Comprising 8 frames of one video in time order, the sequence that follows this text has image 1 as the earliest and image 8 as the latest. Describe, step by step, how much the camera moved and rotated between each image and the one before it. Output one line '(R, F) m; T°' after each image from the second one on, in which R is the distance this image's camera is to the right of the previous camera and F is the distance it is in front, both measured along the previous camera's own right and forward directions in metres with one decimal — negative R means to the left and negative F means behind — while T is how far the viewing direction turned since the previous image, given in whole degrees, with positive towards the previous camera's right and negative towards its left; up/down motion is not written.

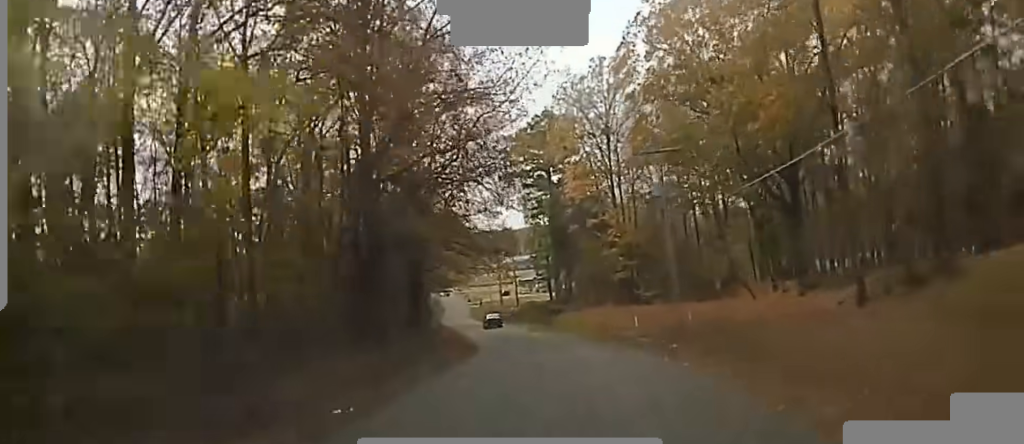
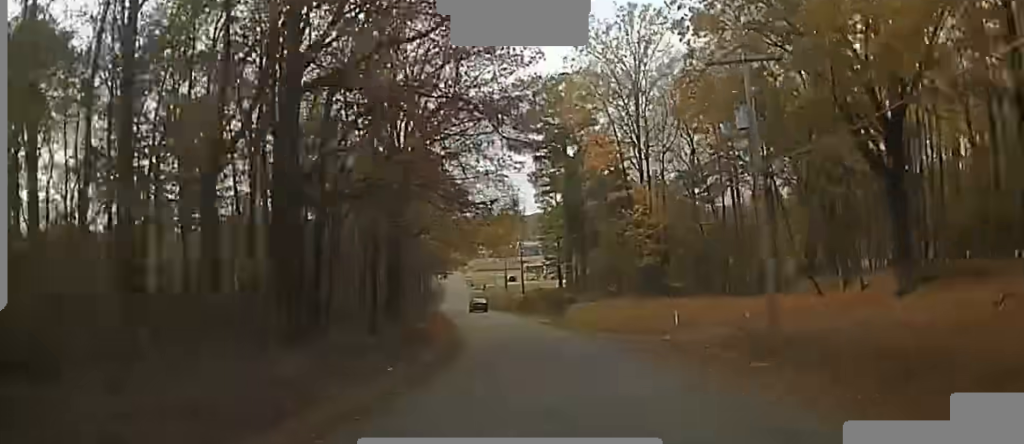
(-0.1, +14.6) m; +1°
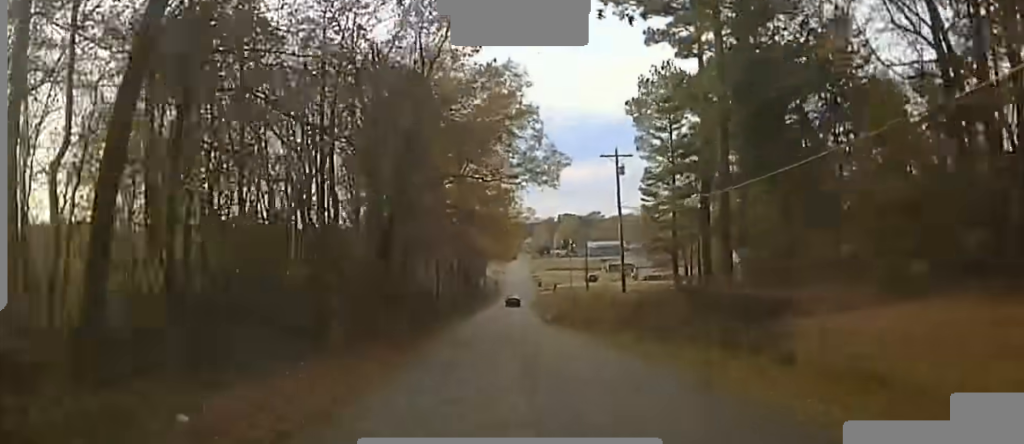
(-2.0, +58.2) m; -5°
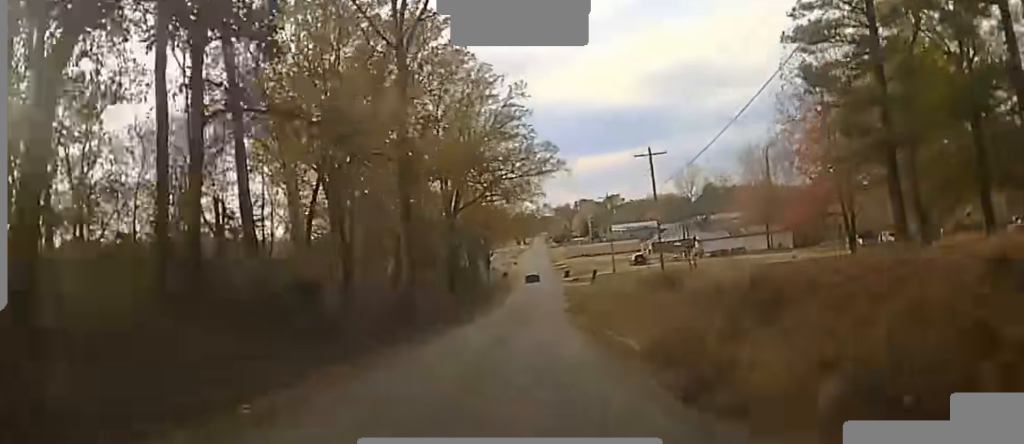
(-0.7, +52.4) m; -1°
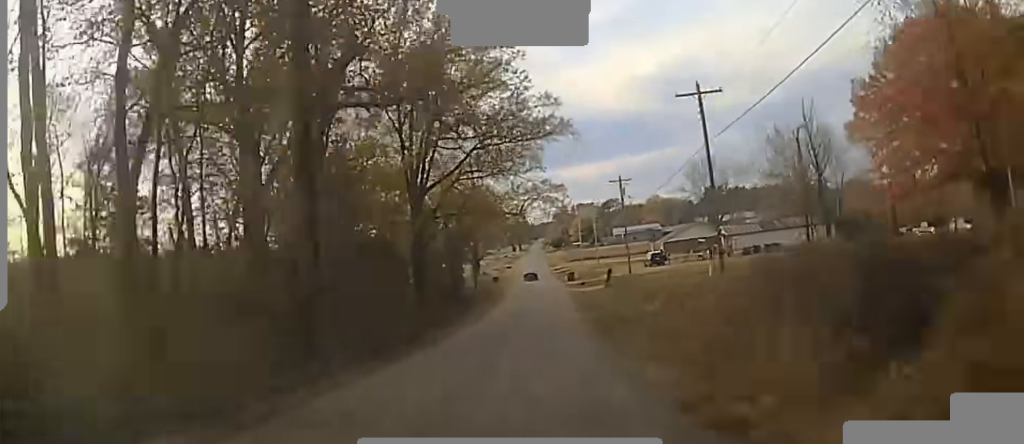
(-0.1, +21.1) m; 0°
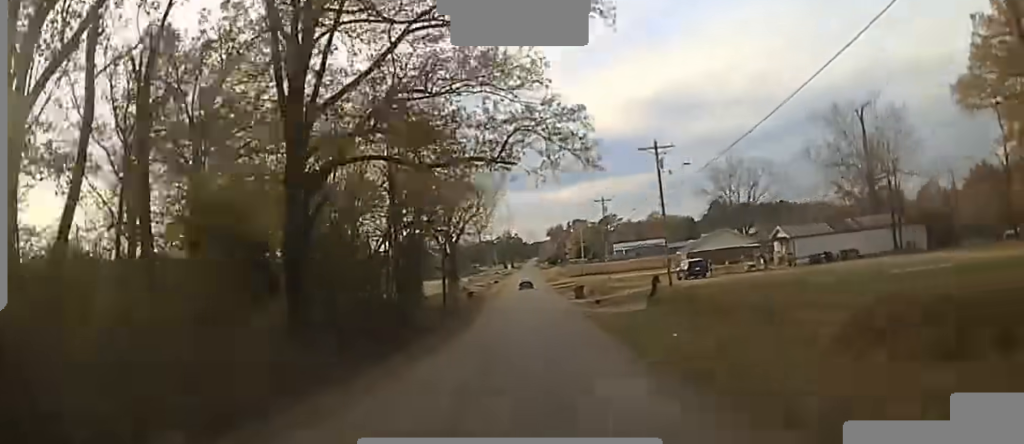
(0.0, +30.6) m; 0°
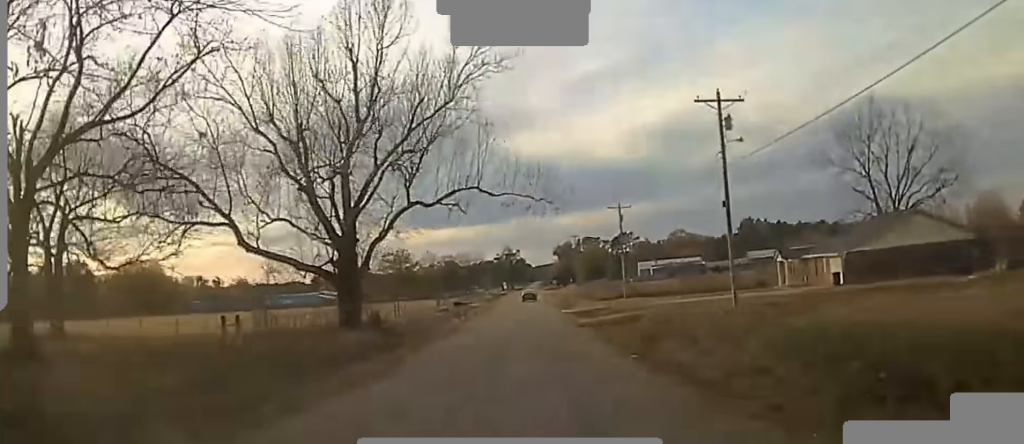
(+0.2, +62.0) m; 0°
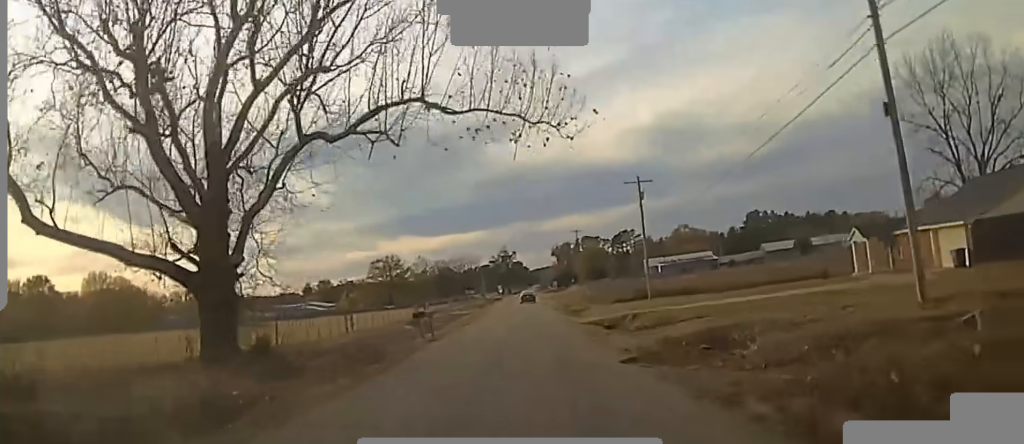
(+0.1, +20.6) m; 0°
